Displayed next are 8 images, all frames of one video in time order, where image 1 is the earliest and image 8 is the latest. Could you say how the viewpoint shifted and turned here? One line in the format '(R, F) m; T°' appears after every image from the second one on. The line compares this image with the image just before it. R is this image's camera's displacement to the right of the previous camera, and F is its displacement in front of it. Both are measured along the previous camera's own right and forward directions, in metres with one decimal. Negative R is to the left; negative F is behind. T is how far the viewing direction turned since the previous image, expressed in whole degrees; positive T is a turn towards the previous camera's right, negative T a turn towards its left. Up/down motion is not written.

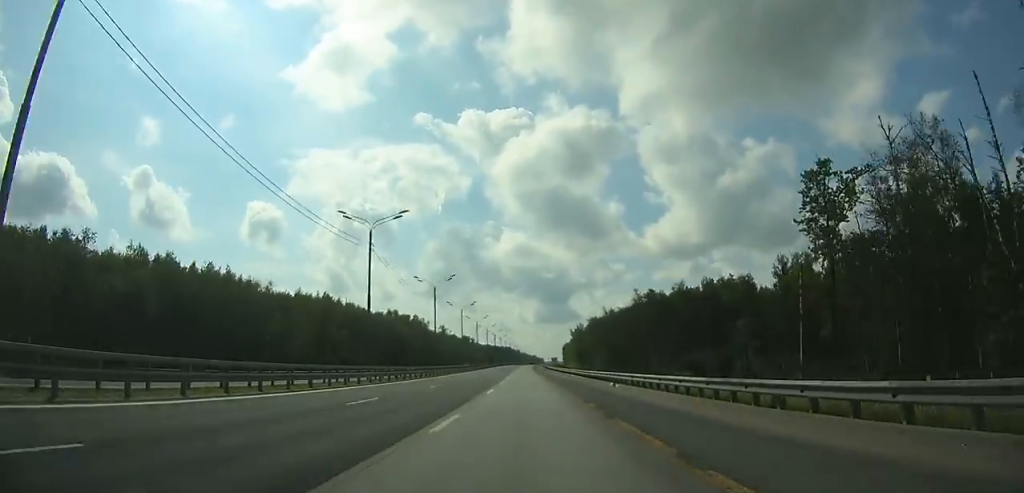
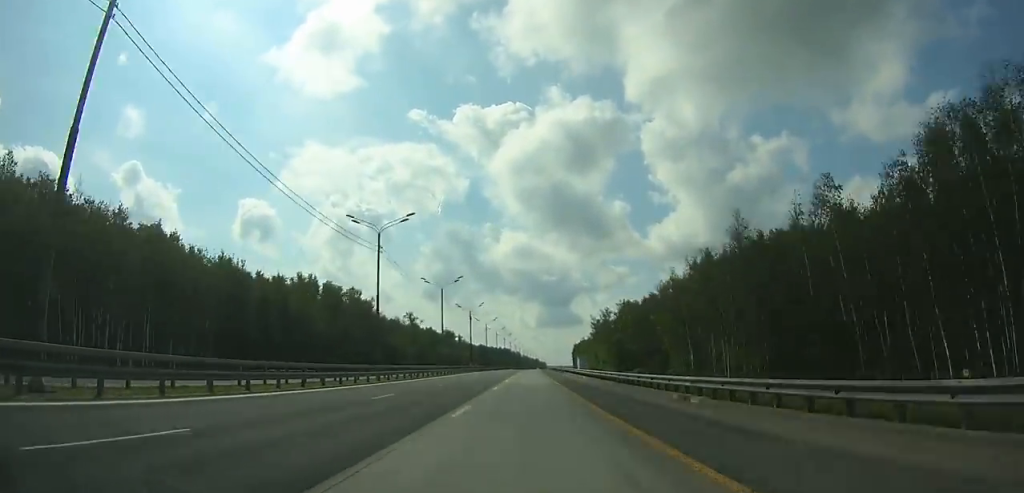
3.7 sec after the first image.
(-0.7, +107.4) m; 0°
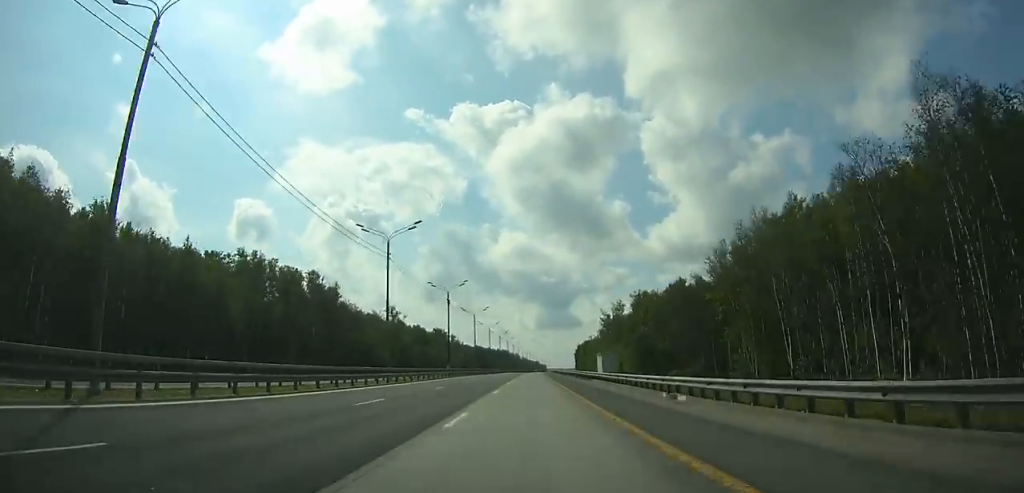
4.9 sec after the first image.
(-0.1, +34.4) m; 0°
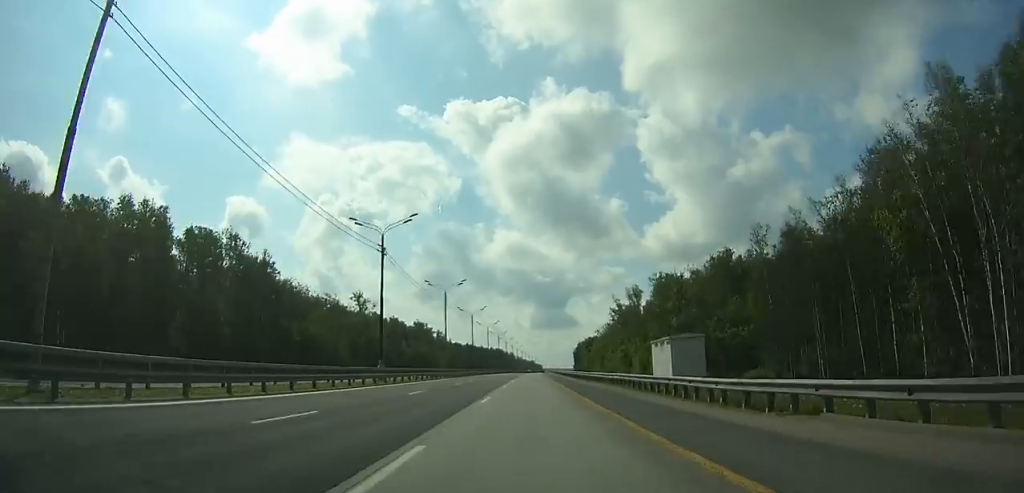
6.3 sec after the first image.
(+0.2, +39.5) m; 0°
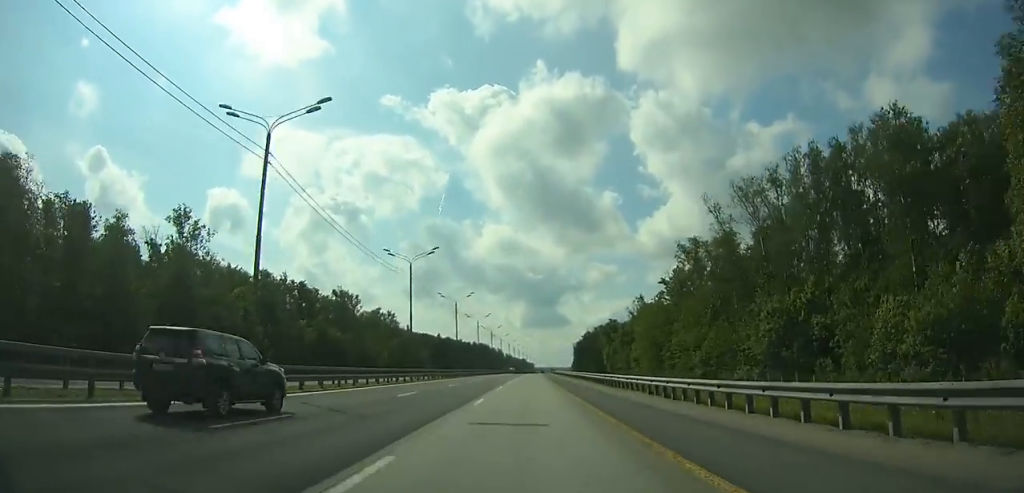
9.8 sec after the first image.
(+0.9, +97.2) m; +1°
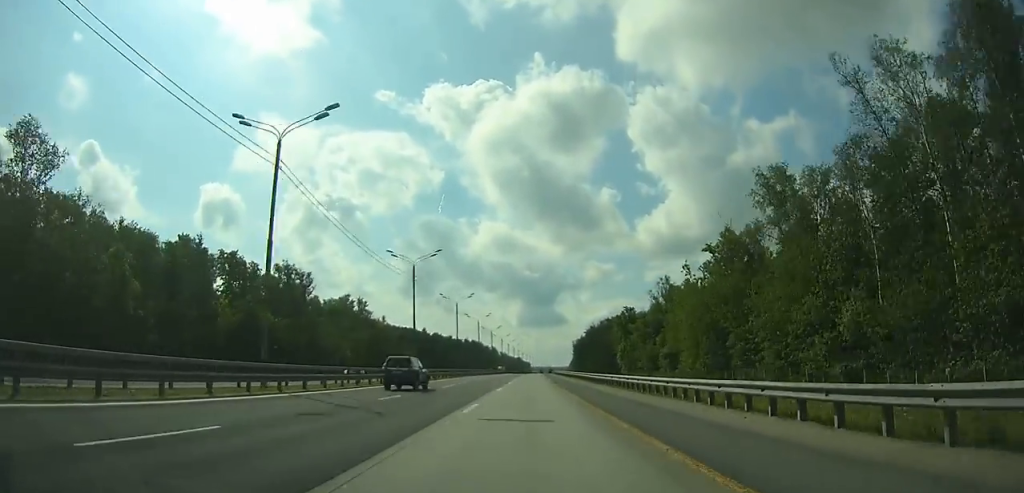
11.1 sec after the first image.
(+0.1, +35.6) m; 0°
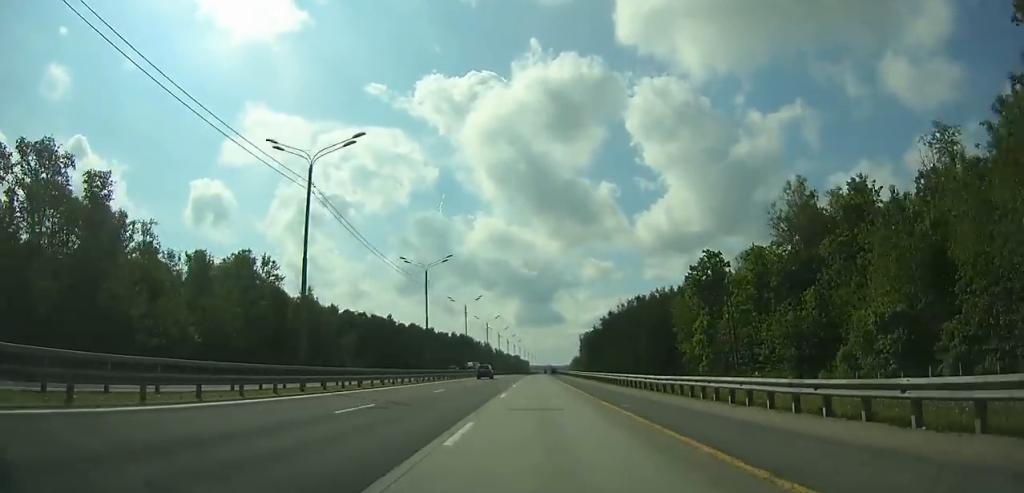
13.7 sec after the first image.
(+0.2, +70.4) m; +1°
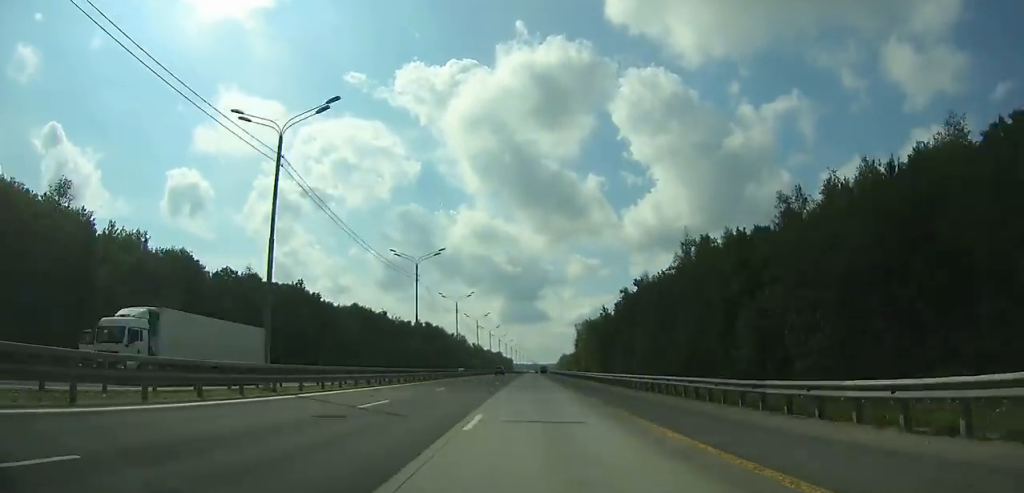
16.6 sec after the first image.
(+0.6, +77.6) m; +1°
